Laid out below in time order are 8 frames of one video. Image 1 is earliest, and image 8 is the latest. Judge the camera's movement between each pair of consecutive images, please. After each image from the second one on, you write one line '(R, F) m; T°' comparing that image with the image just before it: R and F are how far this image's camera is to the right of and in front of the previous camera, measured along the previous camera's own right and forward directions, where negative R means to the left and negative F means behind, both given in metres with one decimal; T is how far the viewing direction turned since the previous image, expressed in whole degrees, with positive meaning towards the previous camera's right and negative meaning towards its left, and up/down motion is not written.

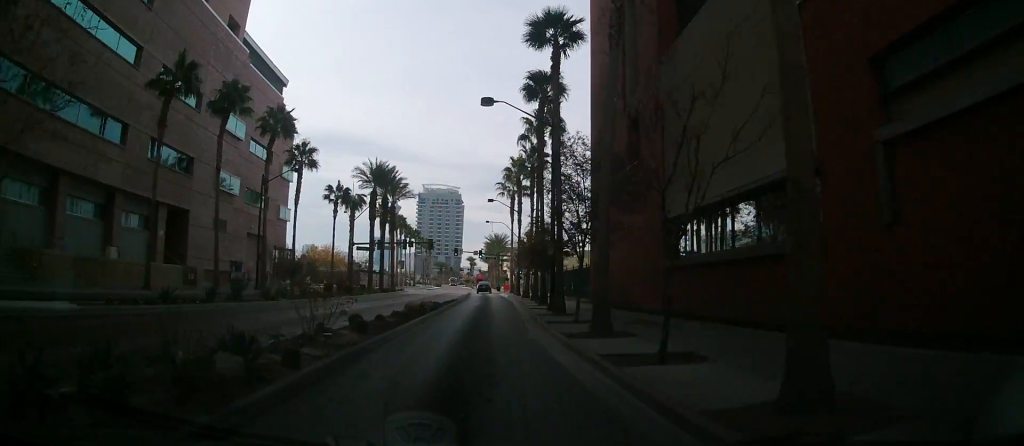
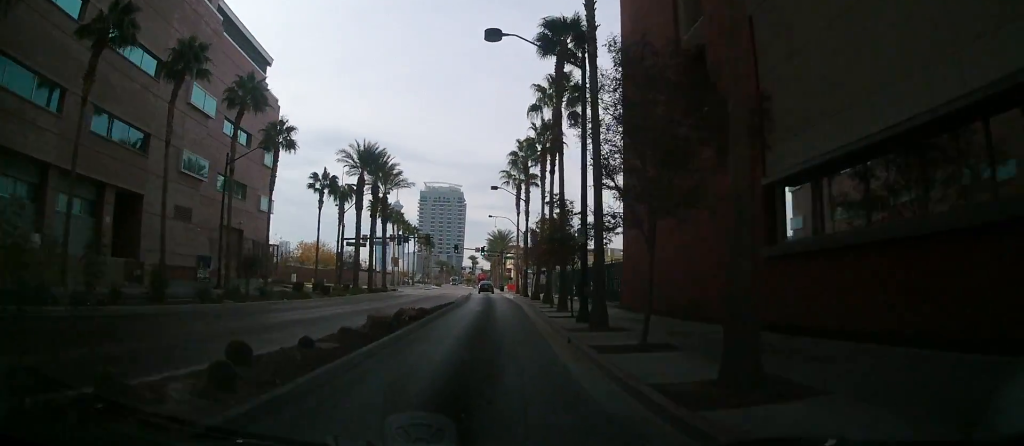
(0.0, +7.0) m; 0°
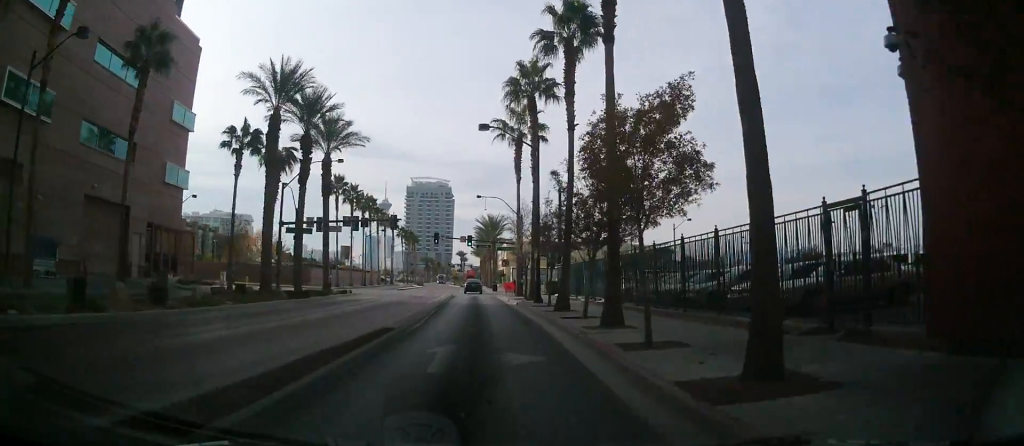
(0.0, +19.5) m; 0°
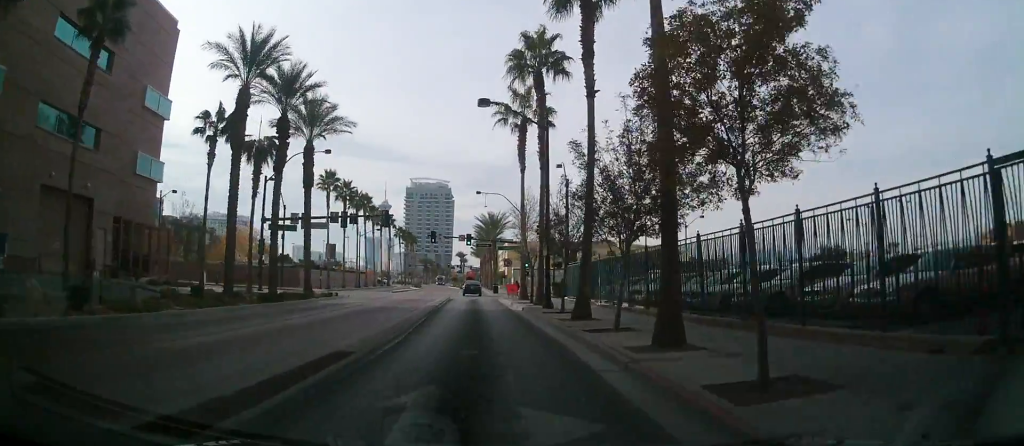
(0.0, +4.7) m; 0°
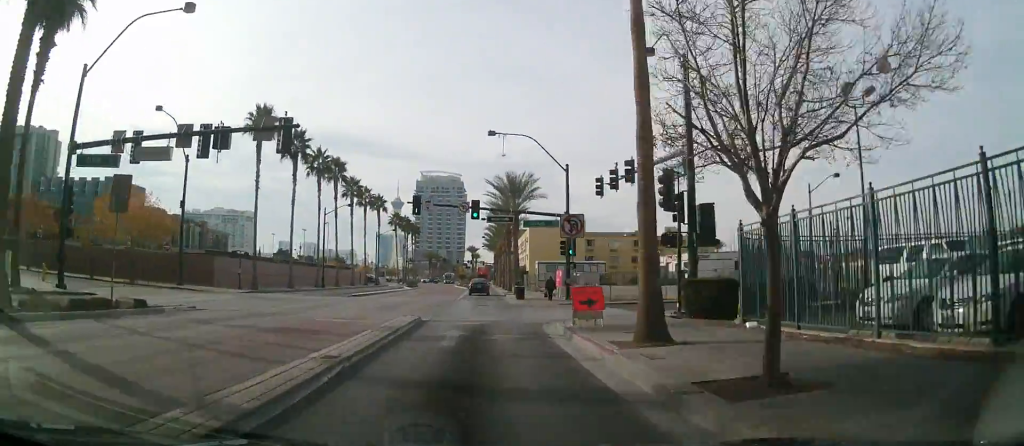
(+0.2, +28.7) m; -2°
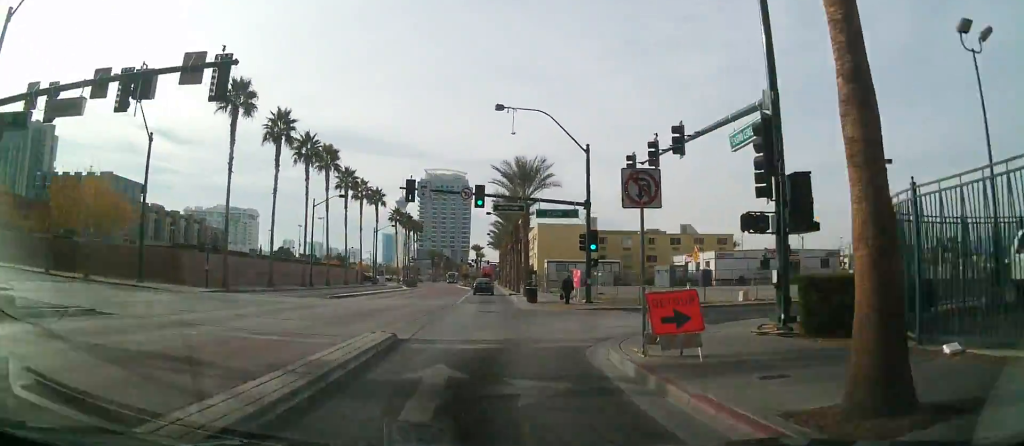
(-0.3, +7.1) m; -3°
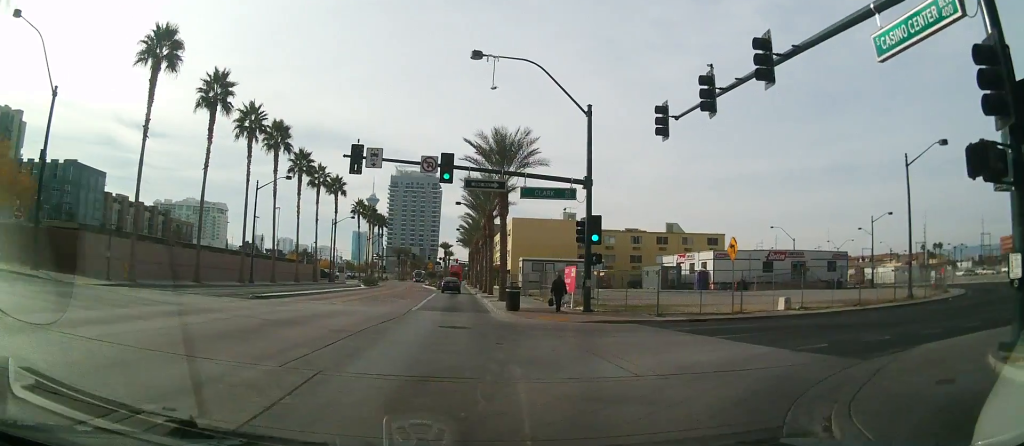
(-0.3, +10.5) m; 0°
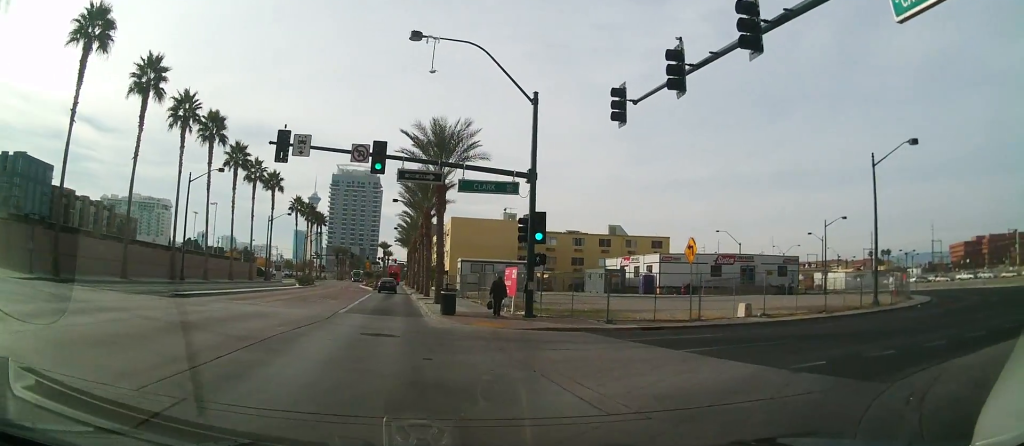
(0.0, +3.0) m; +3°
